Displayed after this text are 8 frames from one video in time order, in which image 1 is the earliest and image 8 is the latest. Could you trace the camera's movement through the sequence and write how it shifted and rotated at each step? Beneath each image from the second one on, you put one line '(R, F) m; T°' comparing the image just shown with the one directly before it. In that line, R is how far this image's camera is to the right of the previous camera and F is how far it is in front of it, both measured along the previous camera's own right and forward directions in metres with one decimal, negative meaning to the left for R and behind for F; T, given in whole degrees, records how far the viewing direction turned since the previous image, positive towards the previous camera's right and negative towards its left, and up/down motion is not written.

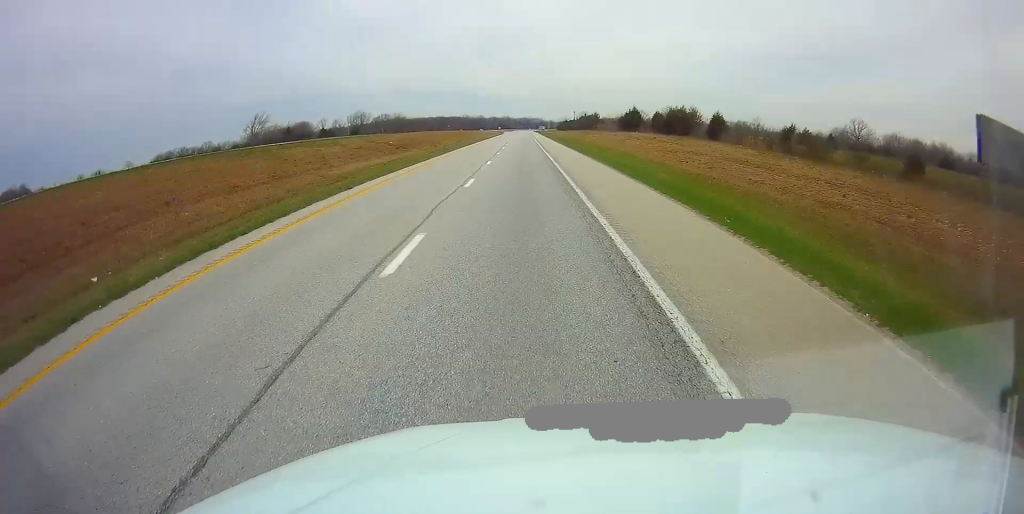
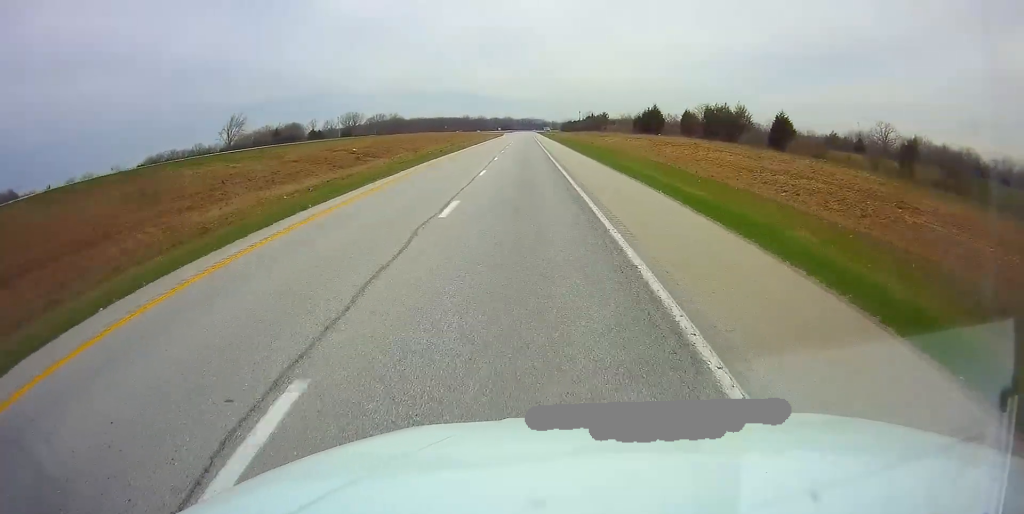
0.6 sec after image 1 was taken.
(0.0, +18.8) m; 0°
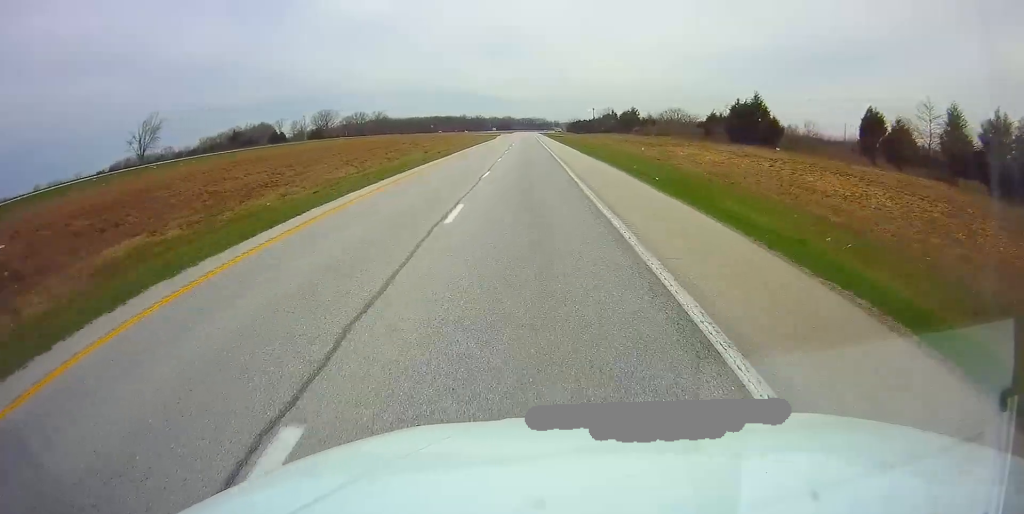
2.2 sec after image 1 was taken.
(-0.1, +48.8) m; 0°
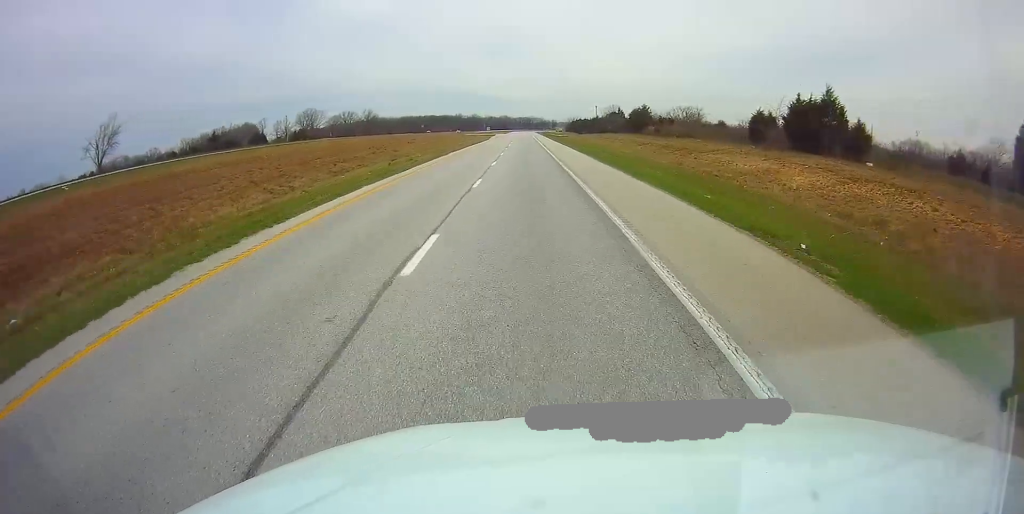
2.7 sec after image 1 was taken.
(0.0, +16.6) m; 0°
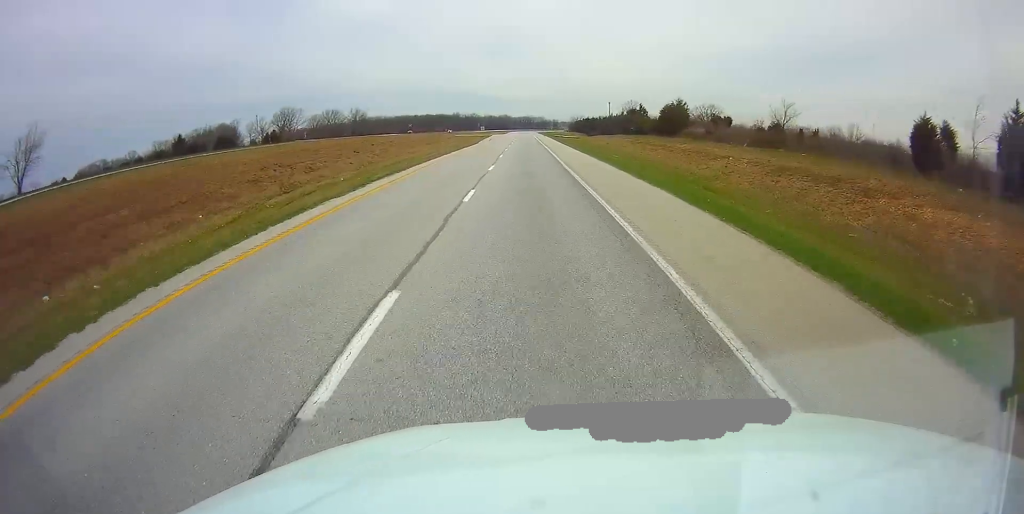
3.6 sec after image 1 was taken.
(-0.1, +27.8) m; 0°
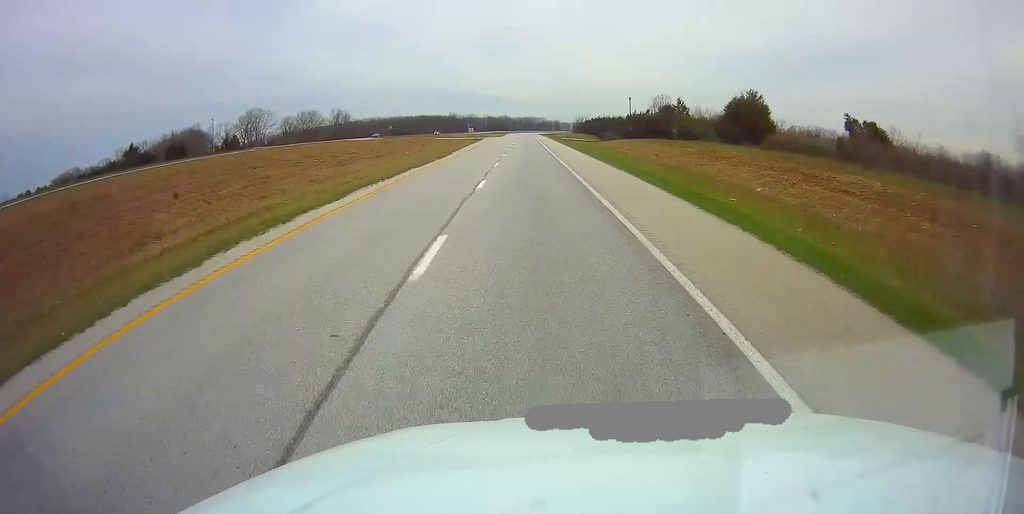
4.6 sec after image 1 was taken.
(+0.1, +32.1) m; +1°
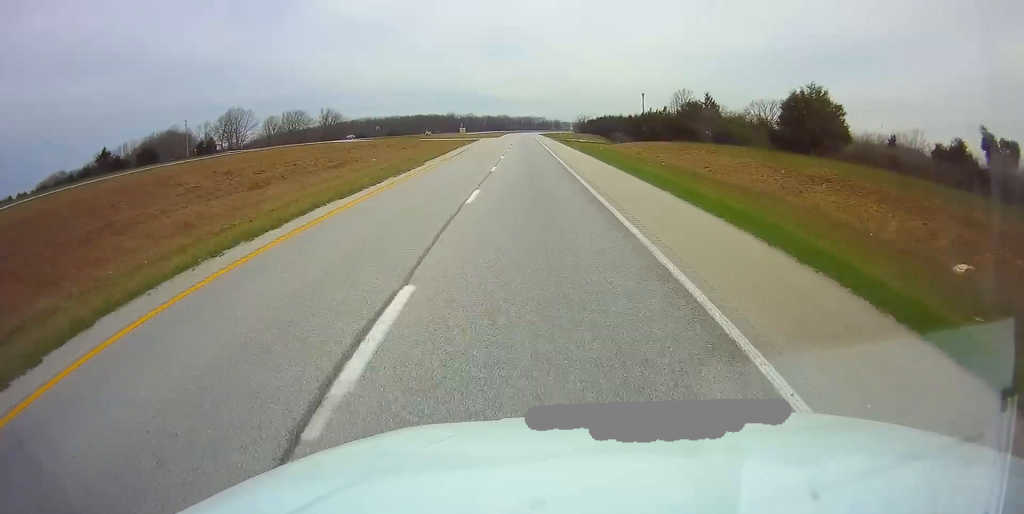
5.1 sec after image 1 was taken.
(+0.1, +15.5) m; 0°
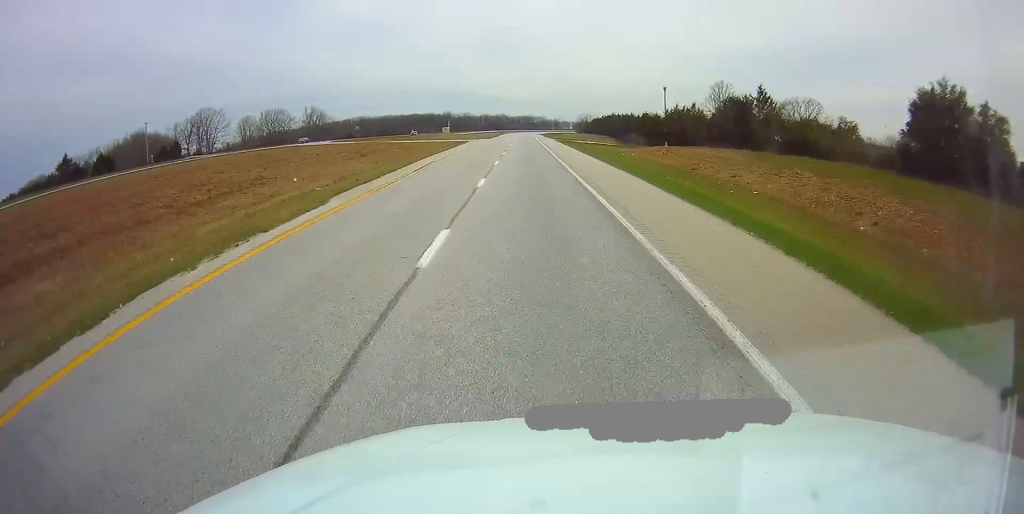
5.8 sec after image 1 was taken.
(0.0, +19.7) m; 0°
